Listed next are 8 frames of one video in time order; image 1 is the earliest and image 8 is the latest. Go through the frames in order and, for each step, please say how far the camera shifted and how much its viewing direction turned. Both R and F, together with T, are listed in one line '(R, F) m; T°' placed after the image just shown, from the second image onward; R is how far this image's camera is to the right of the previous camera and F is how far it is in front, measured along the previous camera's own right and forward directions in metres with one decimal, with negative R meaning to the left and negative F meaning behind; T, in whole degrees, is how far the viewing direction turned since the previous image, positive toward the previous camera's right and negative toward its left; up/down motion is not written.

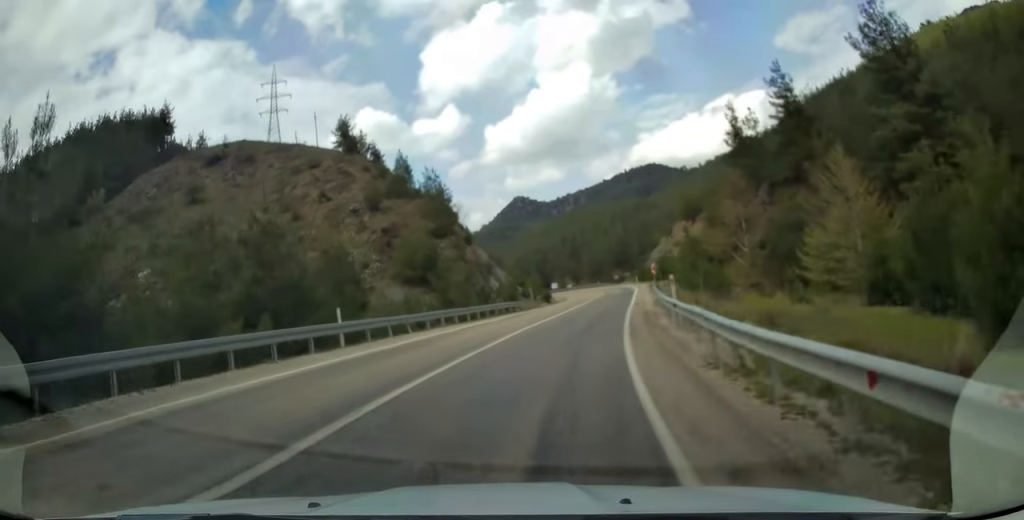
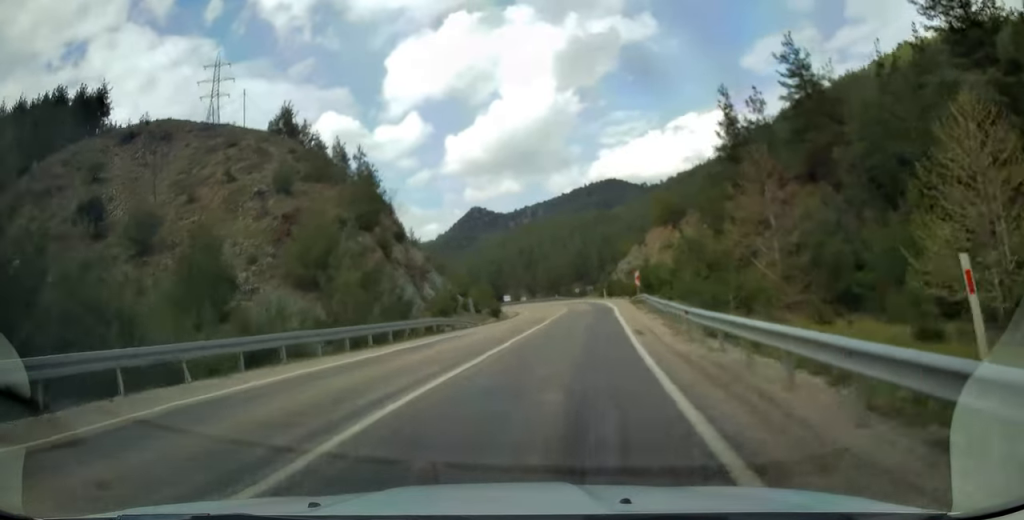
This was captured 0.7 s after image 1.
(+0.9, +14.3) m; +4°
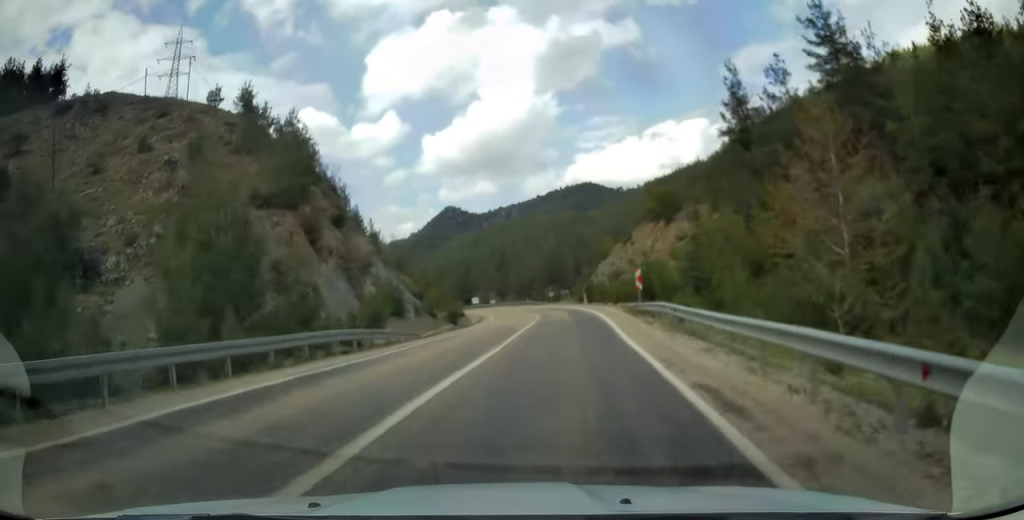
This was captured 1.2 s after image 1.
(+0.2, +10.8) m; +3°
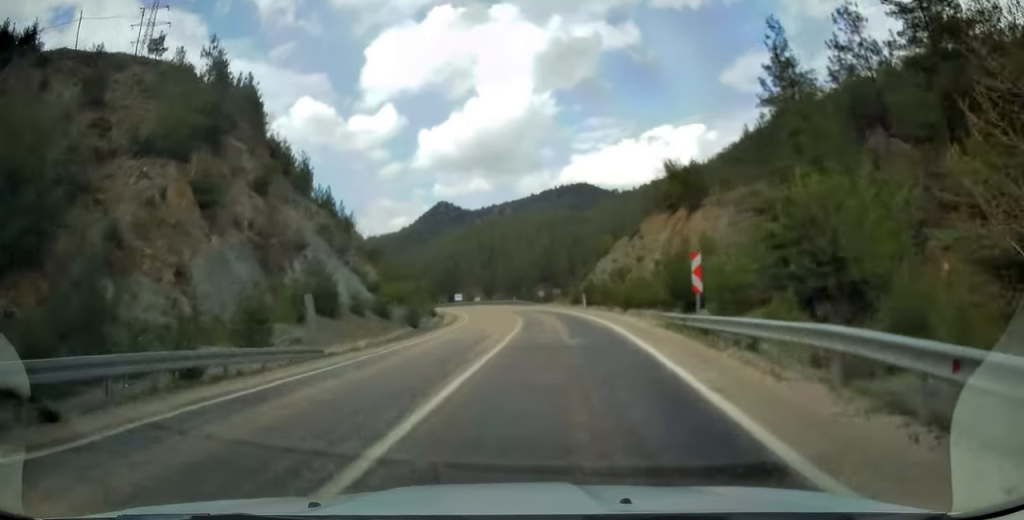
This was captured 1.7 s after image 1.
(+0.4, +12.5) m; +1°
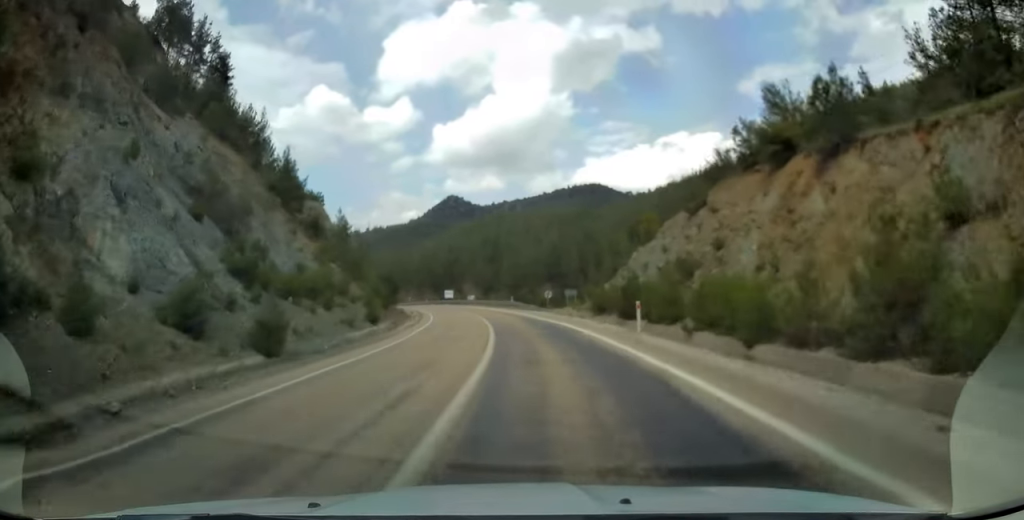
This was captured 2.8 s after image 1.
(+0.3, +22.8) m; 0°
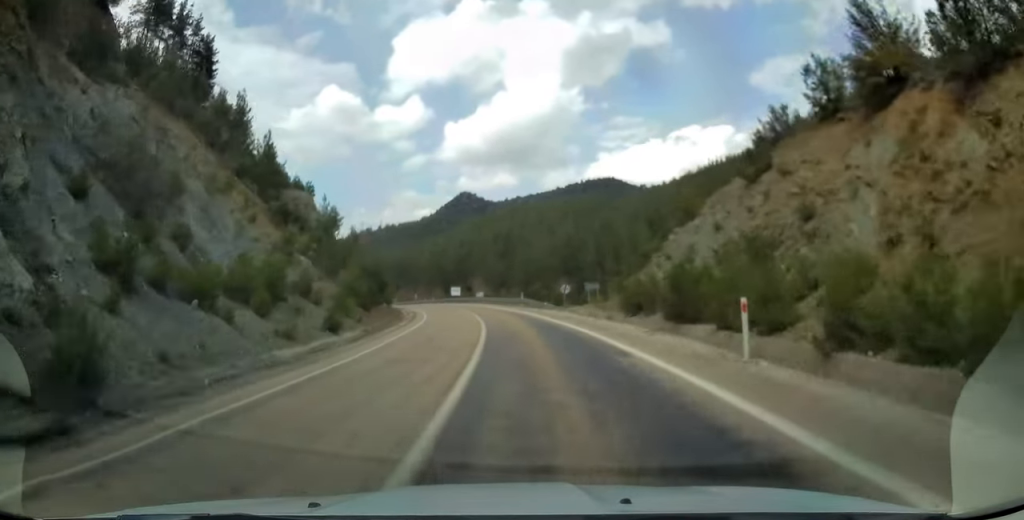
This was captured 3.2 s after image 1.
(0.0, +9.6) m; -1°
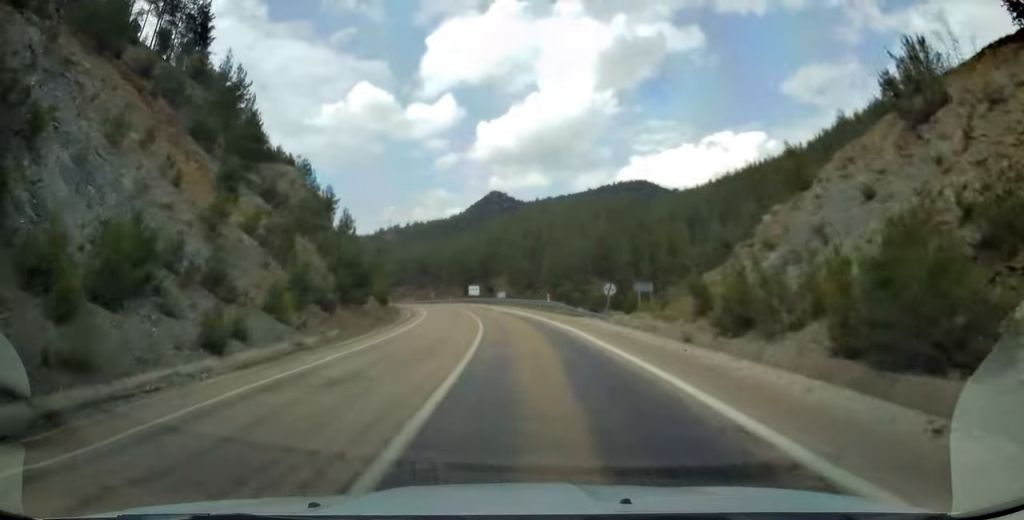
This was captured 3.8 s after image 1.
(-0.2, +12.7) m; -2°
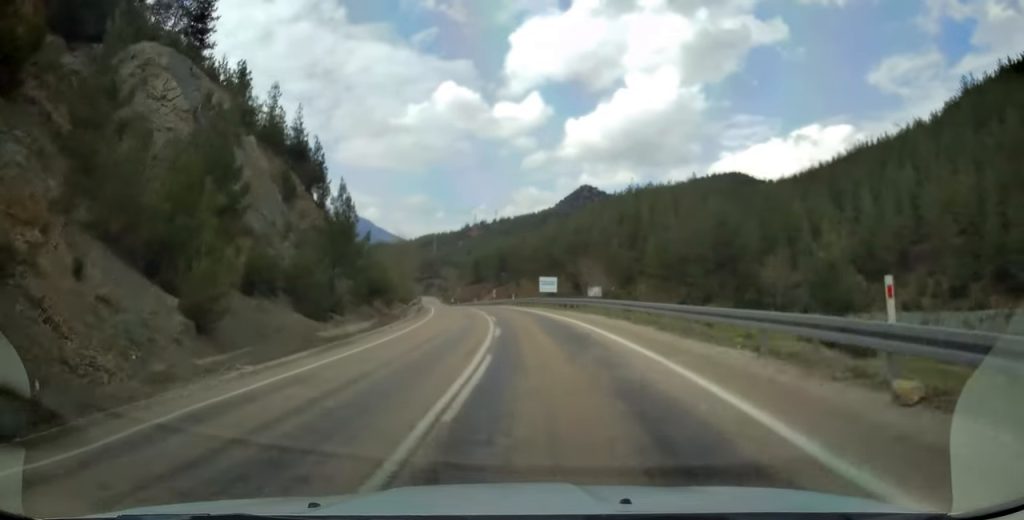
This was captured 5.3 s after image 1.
(-2.2, +35.5) m; -8°
